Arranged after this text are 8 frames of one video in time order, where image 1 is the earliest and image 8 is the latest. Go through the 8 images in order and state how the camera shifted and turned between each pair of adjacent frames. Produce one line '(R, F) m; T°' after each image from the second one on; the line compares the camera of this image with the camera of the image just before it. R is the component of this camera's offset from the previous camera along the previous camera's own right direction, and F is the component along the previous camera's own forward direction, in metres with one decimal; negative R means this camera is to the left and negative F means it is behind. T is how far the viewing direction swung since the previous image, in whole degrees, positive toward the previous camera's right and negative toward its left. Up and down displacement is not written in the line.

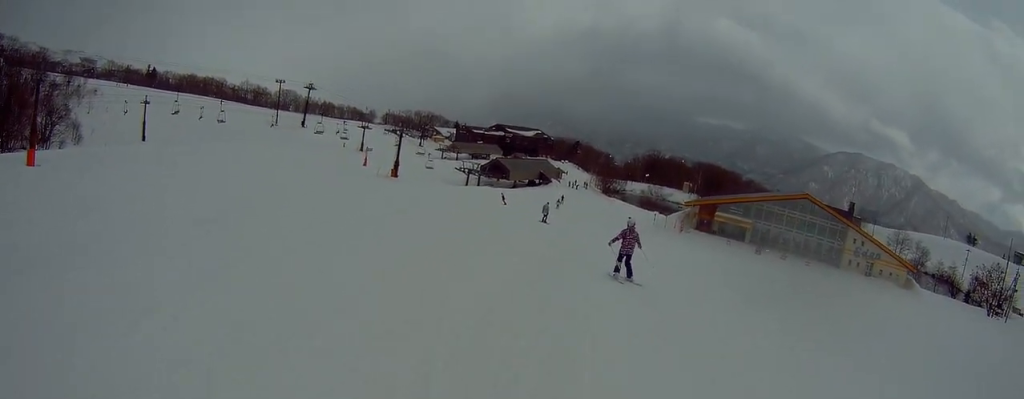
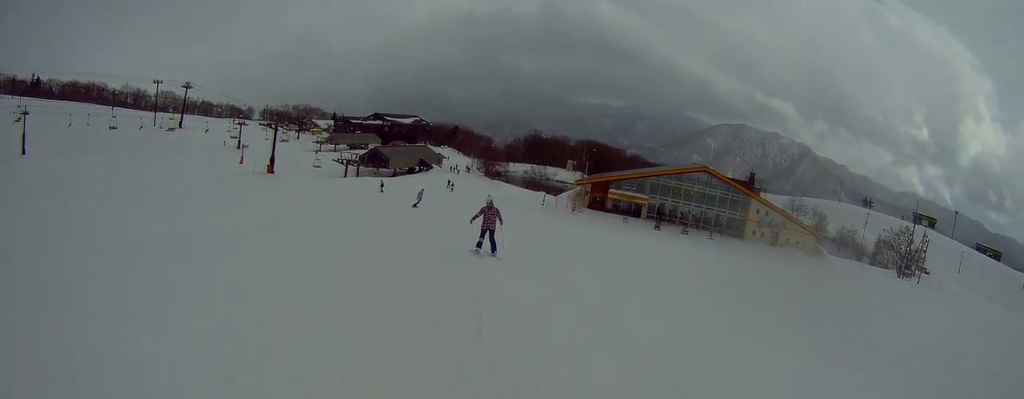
(-0.5, +4.3) m; +14°
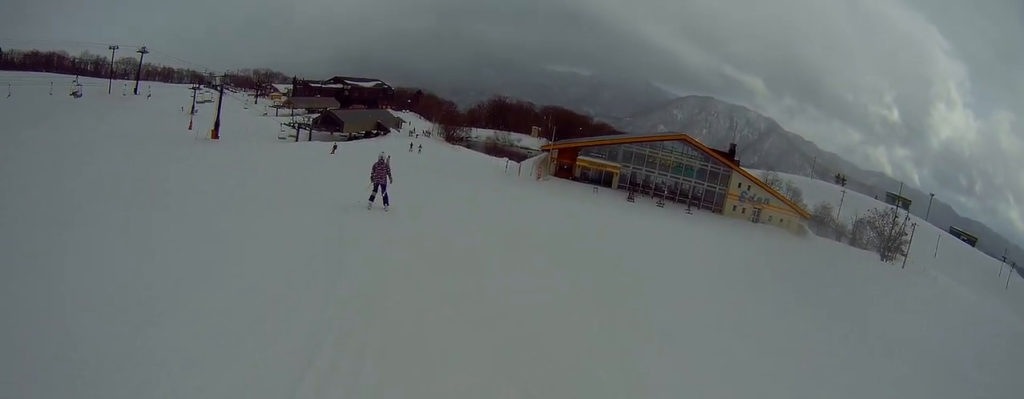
(+2.3, +5.7) m; +15°
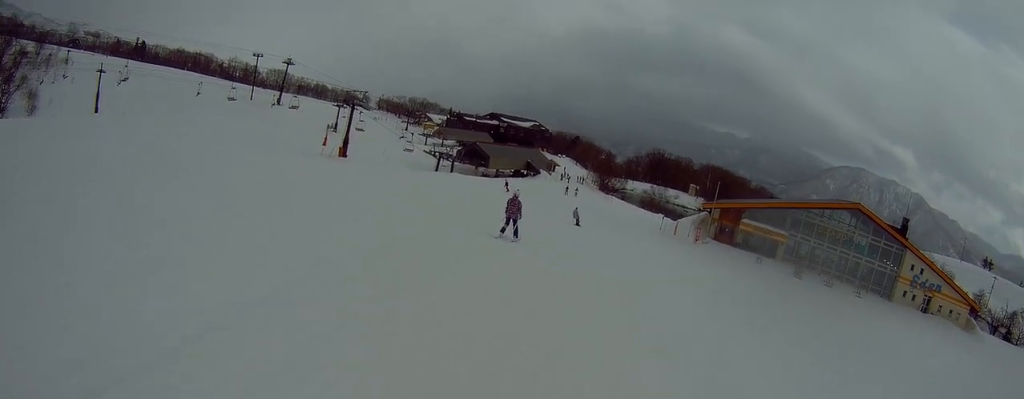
(-4.2, +7.5) m; -32°
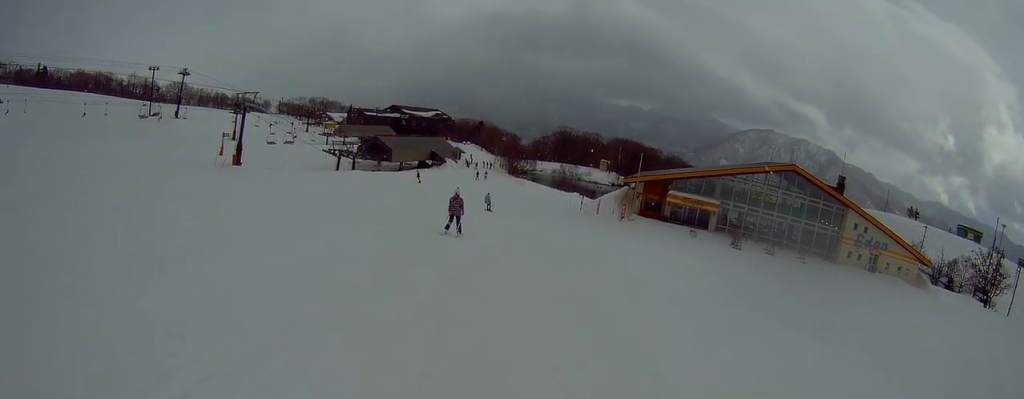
(+0.8, +4.8) m; +2°
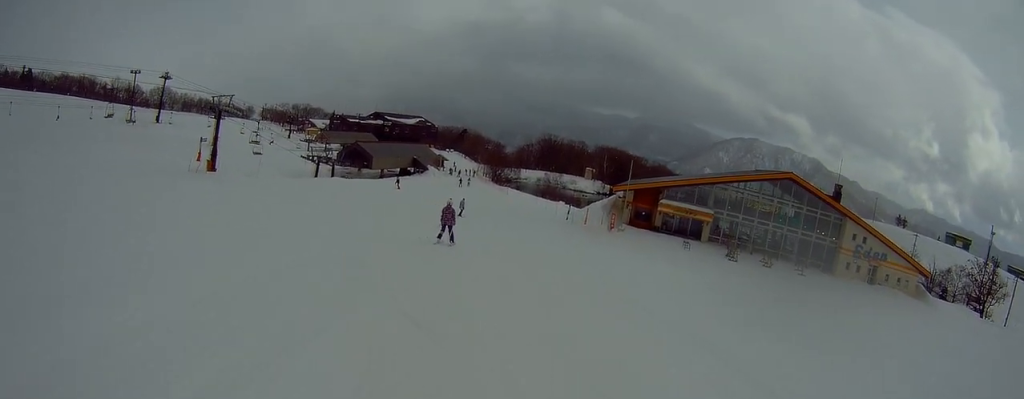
(-0.2, +2.8) m; -1°
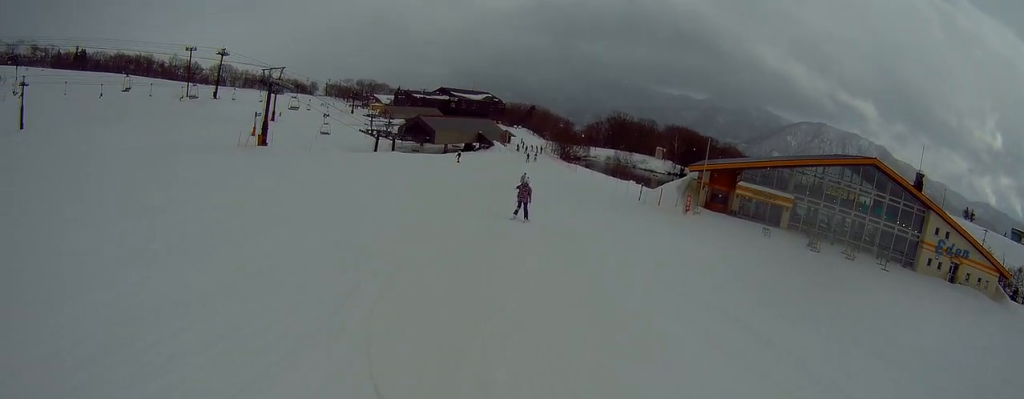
(-0.4, +3.3) m; 0°
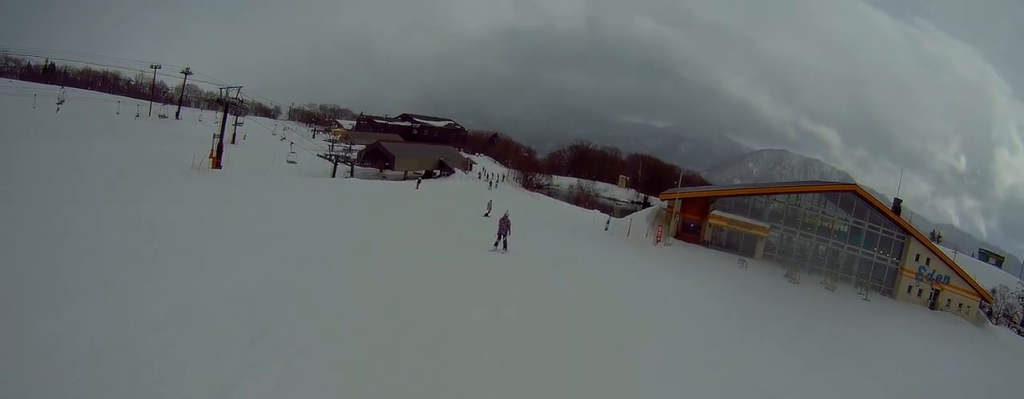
(+0.3, +2.6) m; +8°
